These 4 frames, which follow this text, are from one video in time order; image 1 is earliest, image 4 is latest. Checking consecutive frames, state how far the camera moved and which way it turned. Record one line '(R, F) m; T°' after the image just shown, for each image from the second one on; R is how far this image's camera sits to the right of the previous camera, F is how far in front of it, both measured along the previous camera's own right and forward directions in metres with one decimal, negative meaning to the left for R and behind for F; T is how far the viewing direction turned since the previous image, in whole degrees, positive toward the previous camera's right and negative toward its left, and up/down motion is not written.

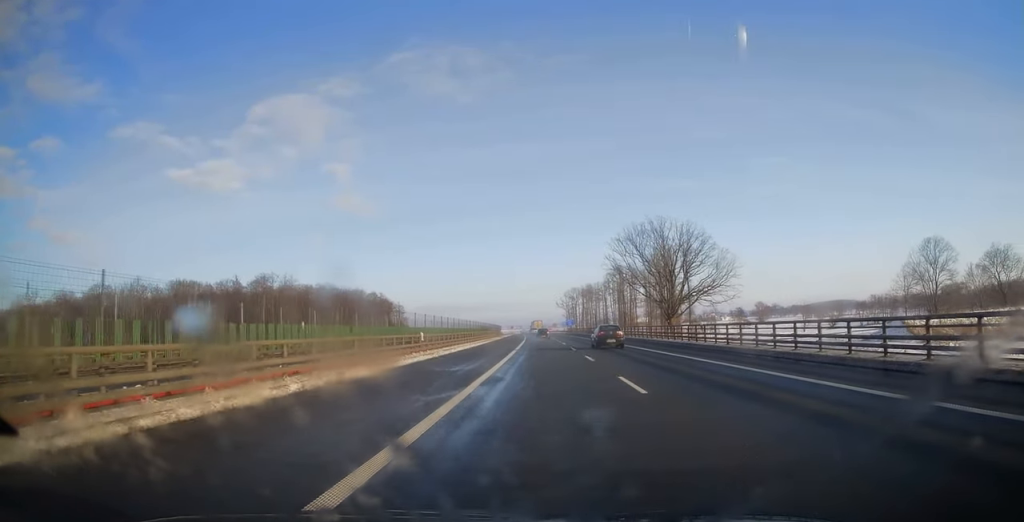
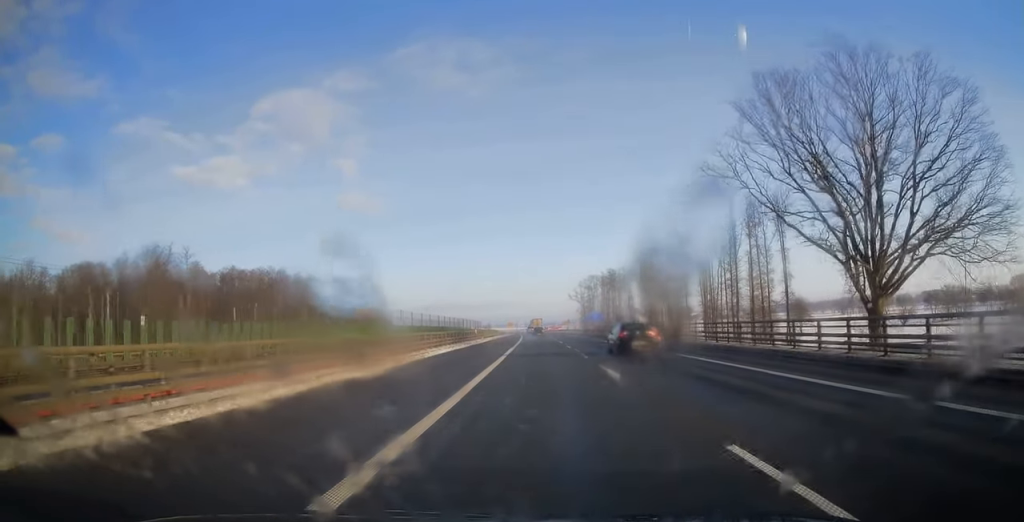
(-0.5, +57.1) m; -1°
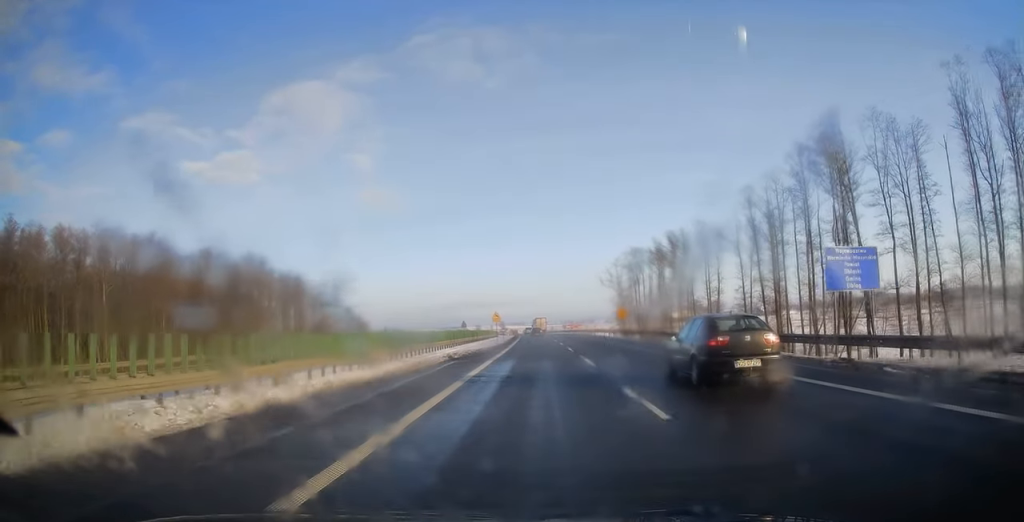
(-1.3, +77.5) m; -2°
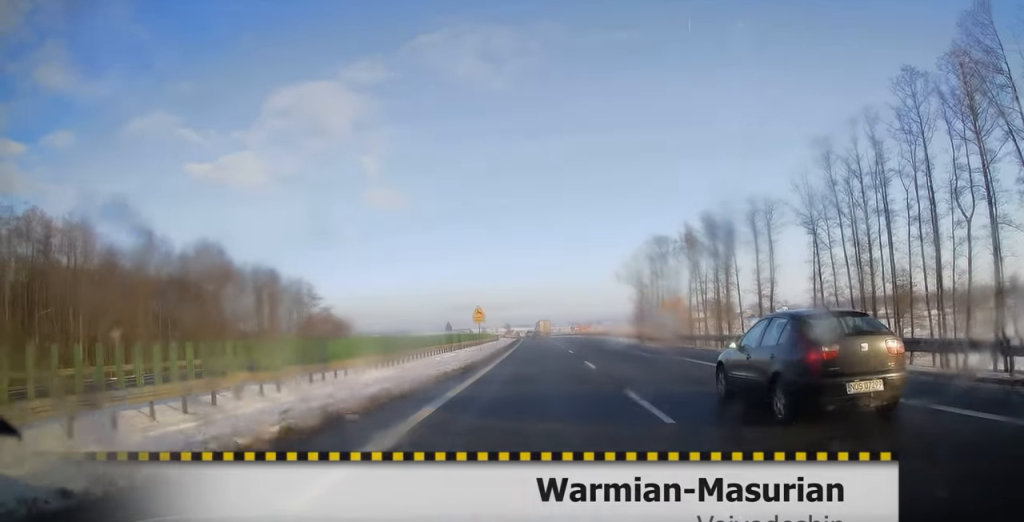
(-0.1, +24.1) m; 0°
